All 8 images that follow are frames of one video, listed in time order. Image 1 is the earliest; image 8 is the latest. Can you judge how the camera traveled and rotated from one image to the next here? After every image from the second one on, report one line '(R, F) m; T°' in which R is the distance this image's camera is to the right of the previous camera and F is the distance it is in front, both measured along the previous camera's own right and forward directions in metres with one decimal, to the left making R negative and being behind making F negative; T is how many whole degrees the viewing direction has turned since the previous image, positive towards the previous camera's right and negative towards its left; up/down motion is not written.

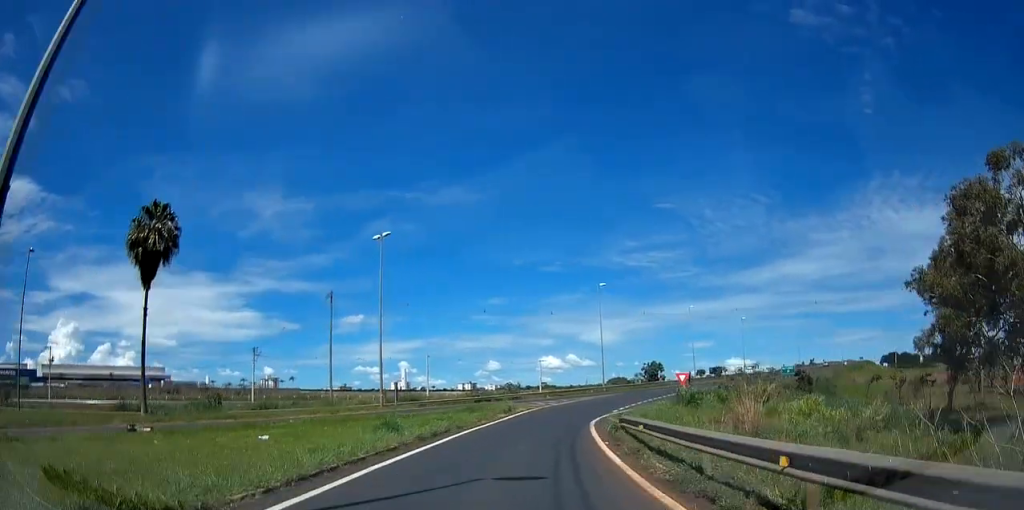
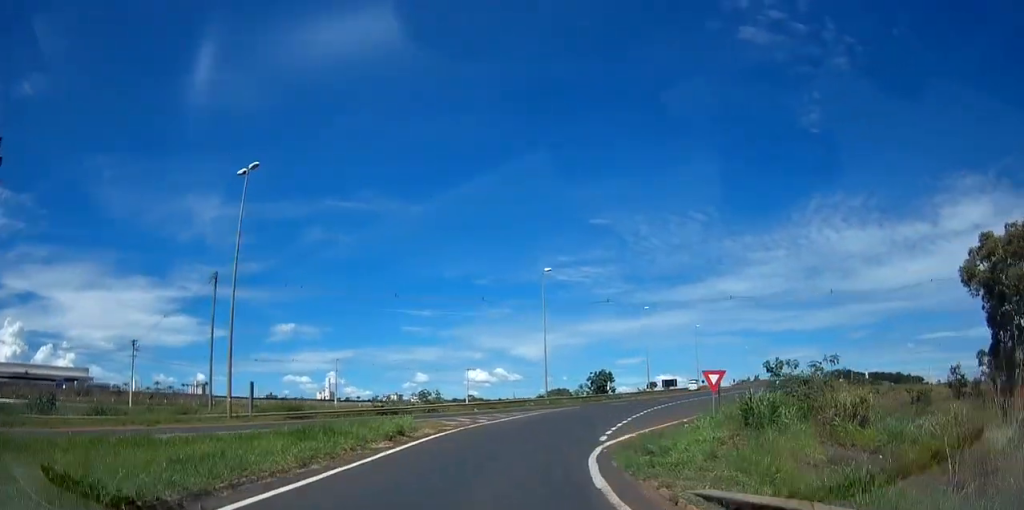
(+0.6, +17.1) m; +8°
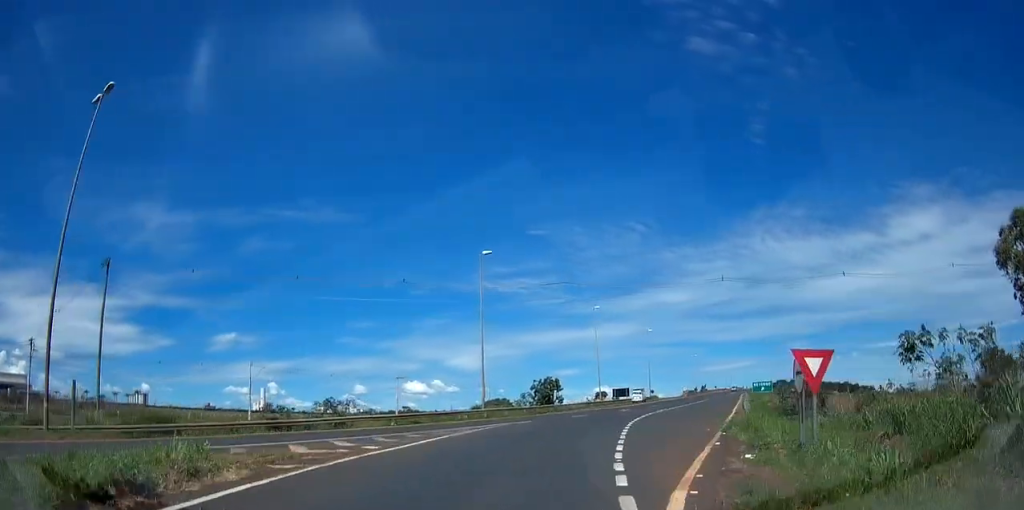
(+1.0, +11.5) m; +6°
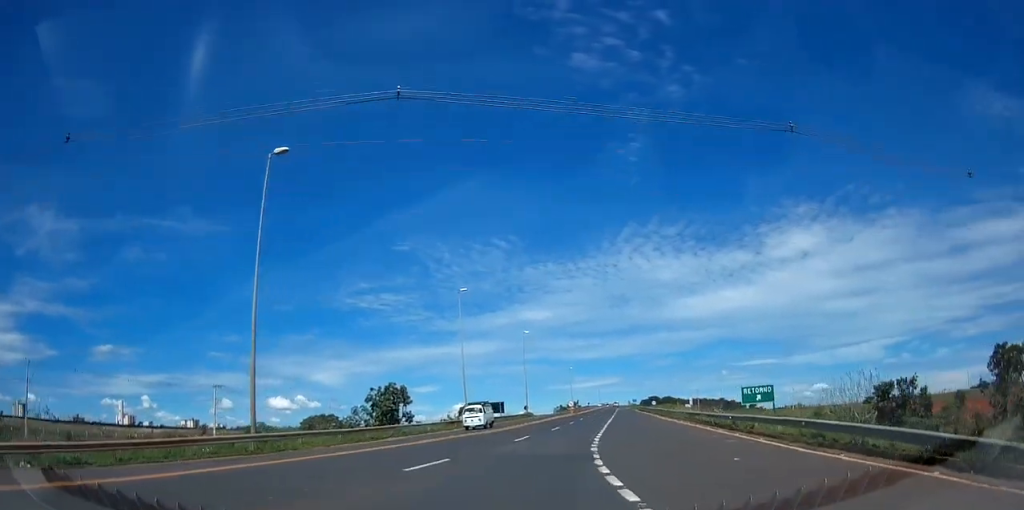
(+2.9, +24.8) m; +12°
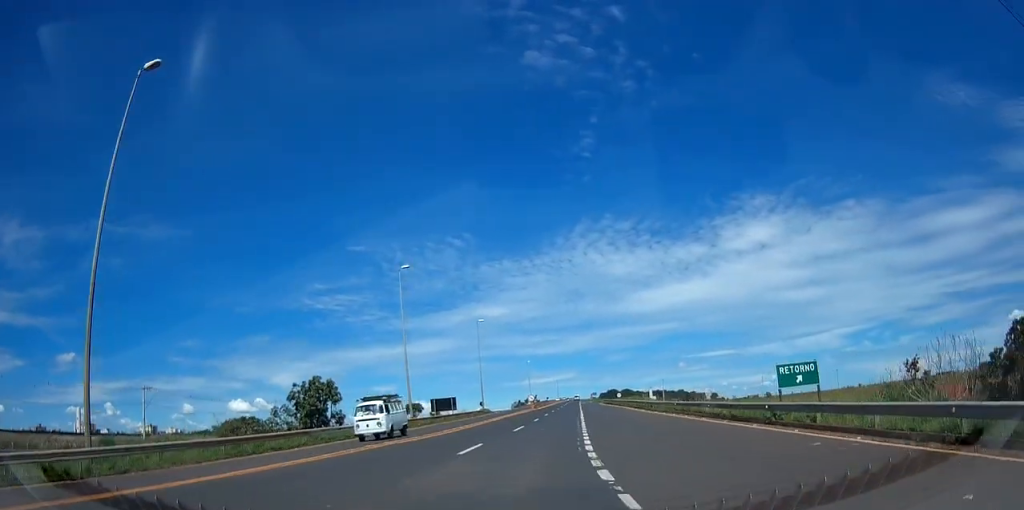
(+0.3, +9.5) m; +3°
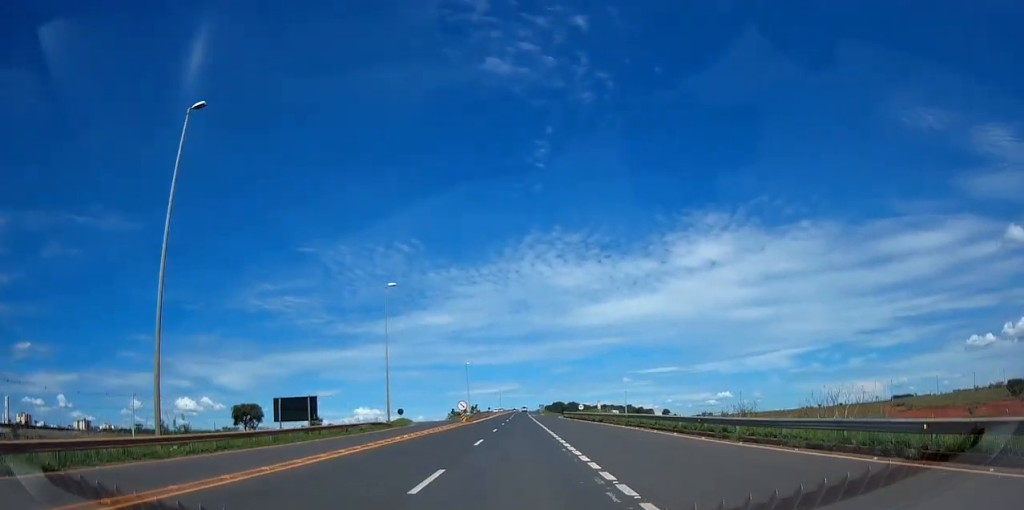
(+1.7, +31.7) m; +4°
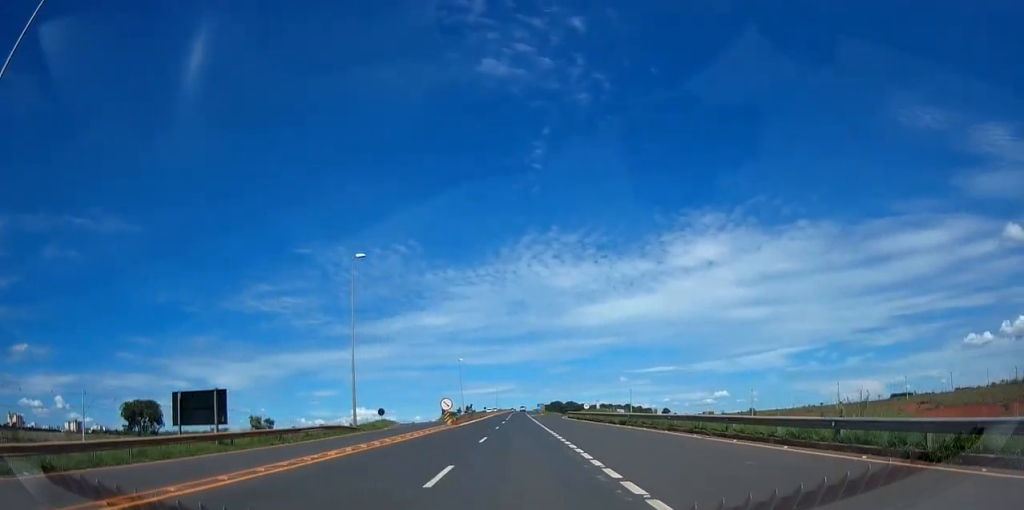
(+0.1, +12.0) m; +1°
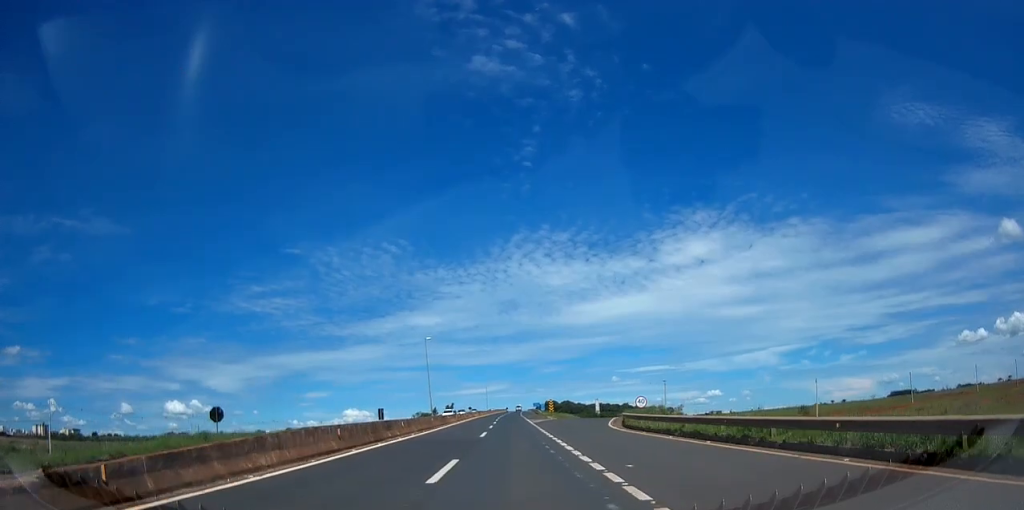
(+1.4, +46.0) m; +3°
